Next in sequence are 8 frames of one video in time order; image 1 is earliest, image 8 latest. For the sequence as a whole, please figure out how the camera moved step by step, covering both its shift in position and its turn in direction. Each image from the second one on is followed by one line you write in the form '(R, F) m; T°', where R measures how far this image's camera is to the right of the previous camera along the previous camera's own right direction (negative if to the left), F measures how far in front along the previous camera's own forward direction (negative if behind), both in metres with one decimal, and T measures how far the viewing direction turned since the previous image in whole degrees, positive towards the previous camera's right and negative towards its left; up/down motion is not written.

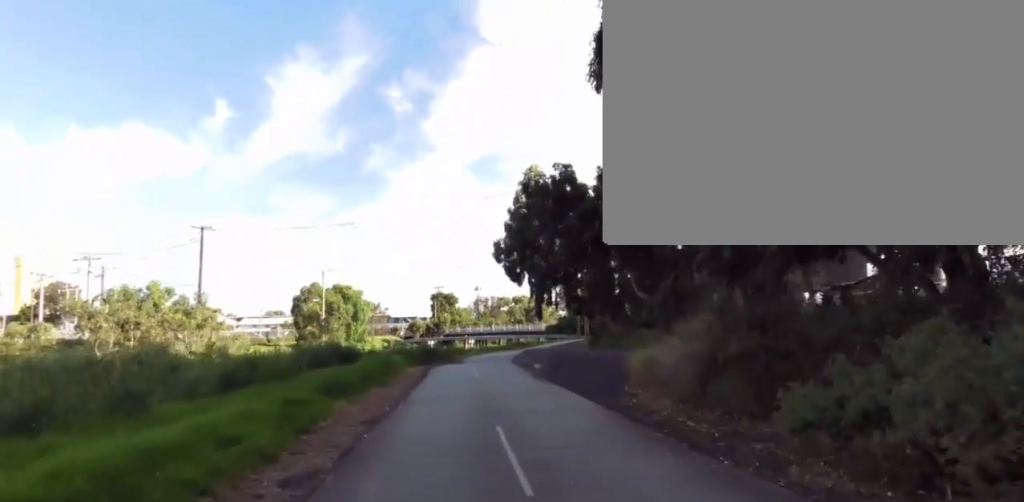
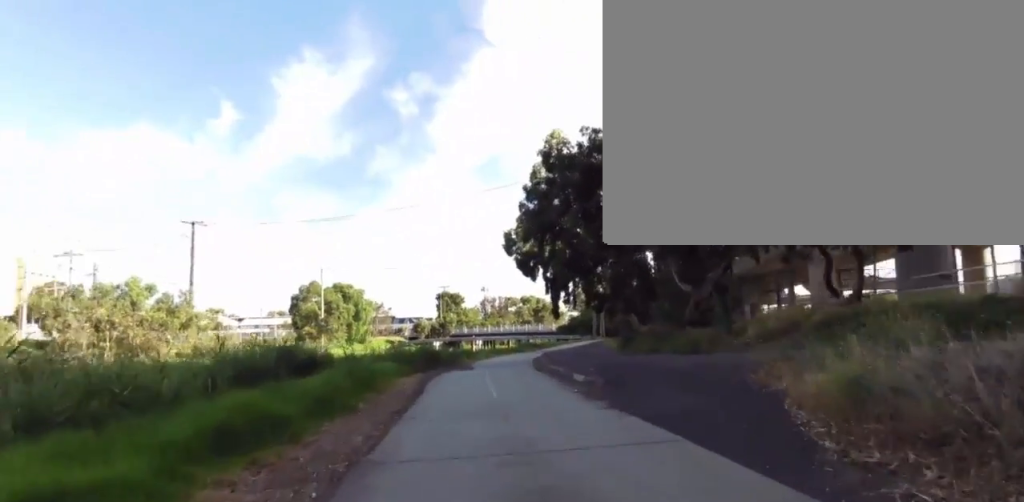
(+0.7, +5.8) m; 0°
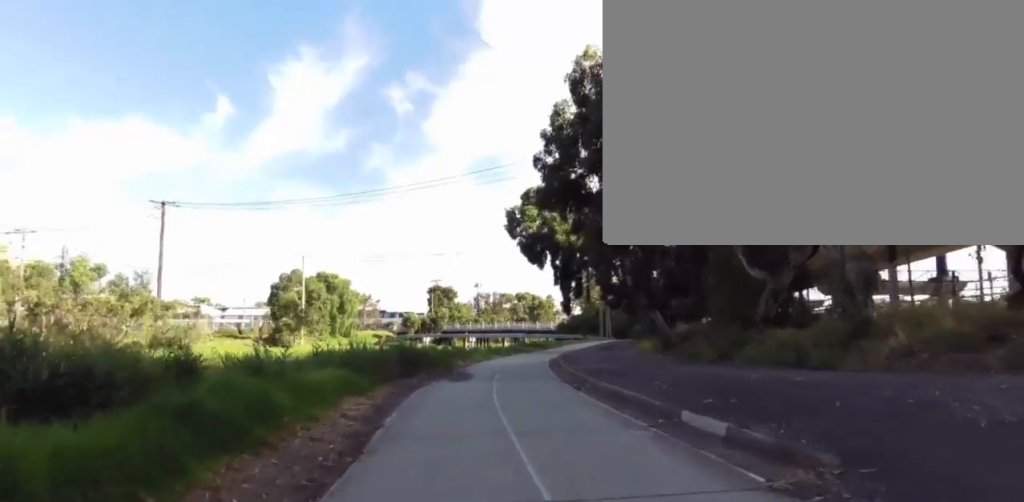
(-0.5, +7.4) m; -6°
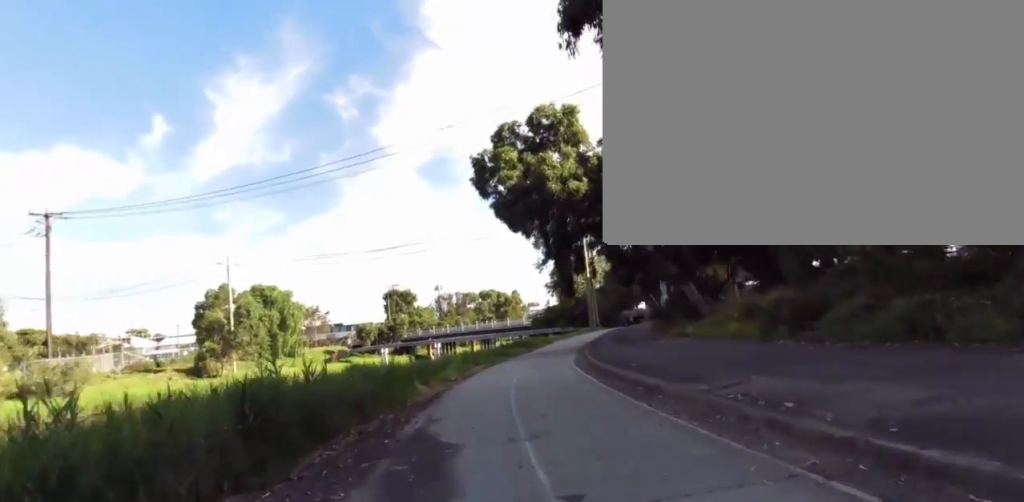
(-0.8, +10.9) m; +4°
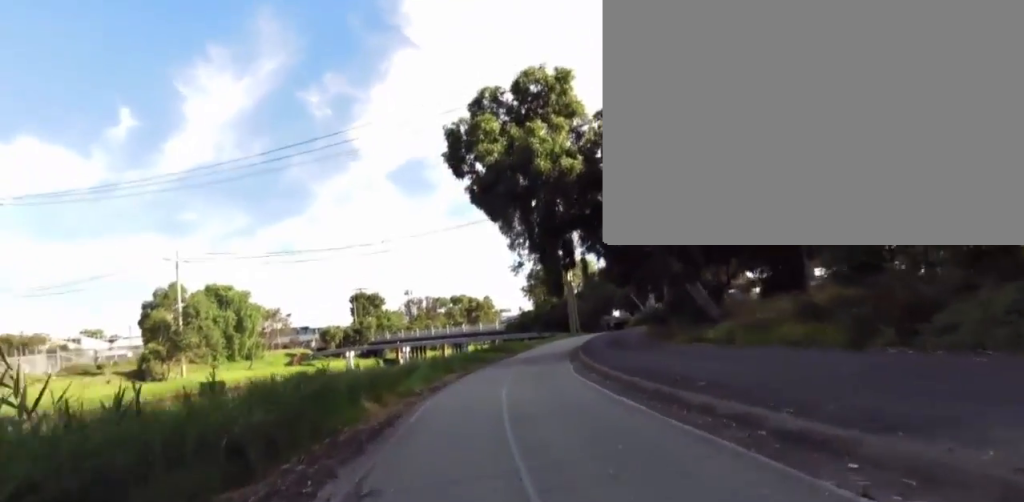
(+0.6, +4.2) m; +4°
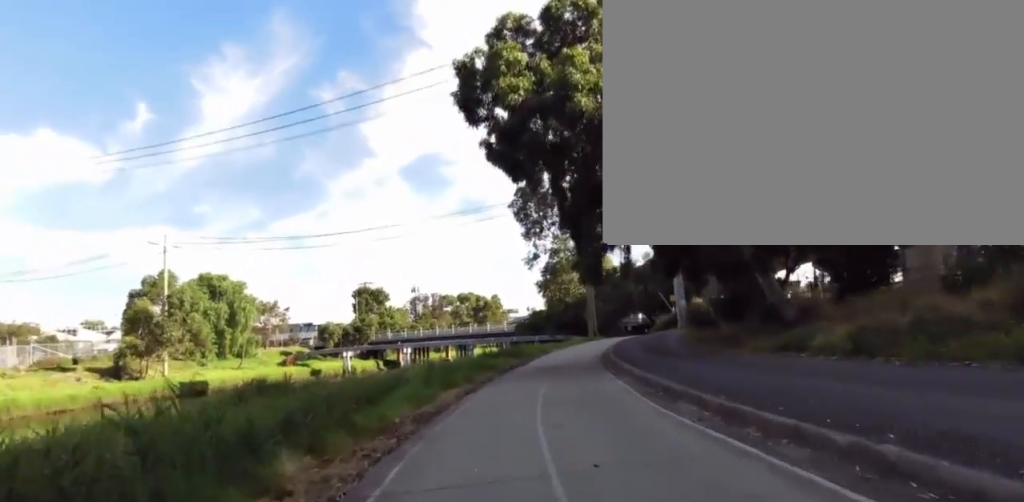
(+0.4, +5.1) m; +5°
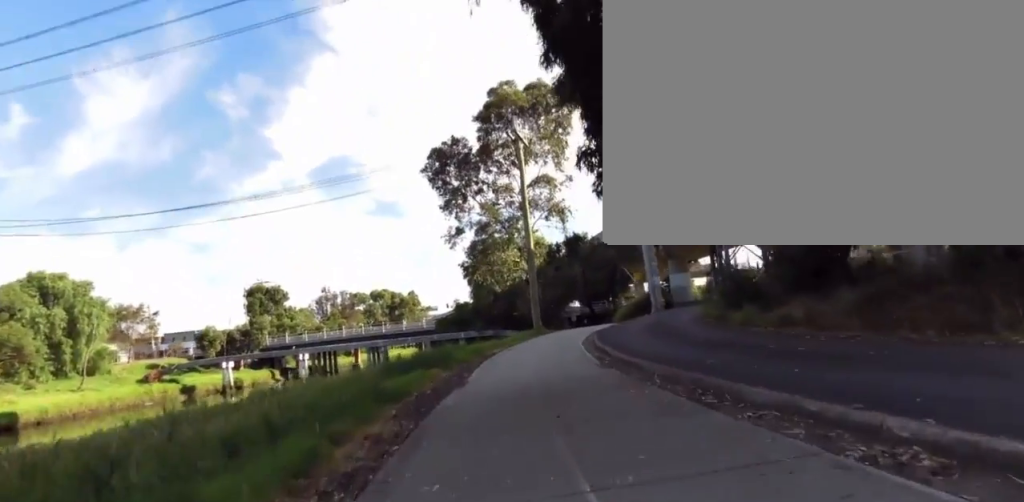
(0.0, +11.3) m; +3°
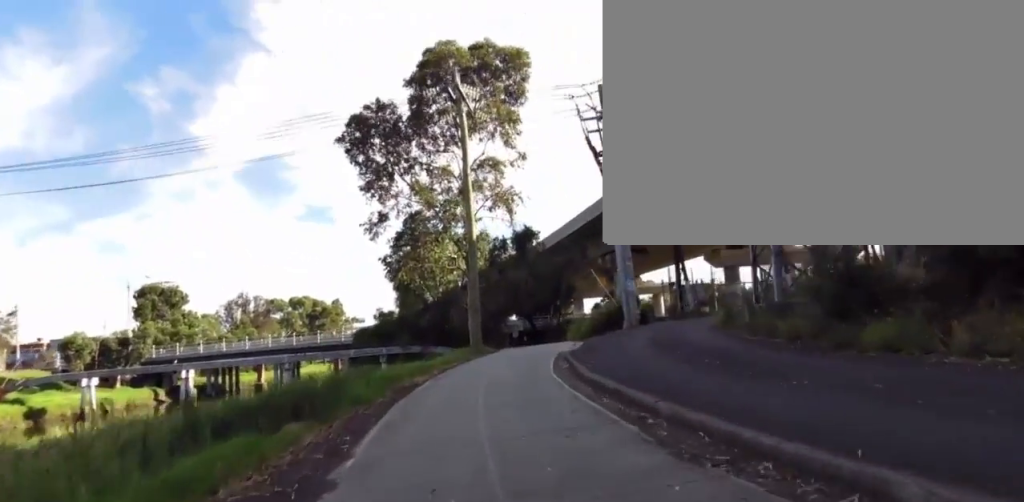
(+0.2, +7.2) m; +8°
